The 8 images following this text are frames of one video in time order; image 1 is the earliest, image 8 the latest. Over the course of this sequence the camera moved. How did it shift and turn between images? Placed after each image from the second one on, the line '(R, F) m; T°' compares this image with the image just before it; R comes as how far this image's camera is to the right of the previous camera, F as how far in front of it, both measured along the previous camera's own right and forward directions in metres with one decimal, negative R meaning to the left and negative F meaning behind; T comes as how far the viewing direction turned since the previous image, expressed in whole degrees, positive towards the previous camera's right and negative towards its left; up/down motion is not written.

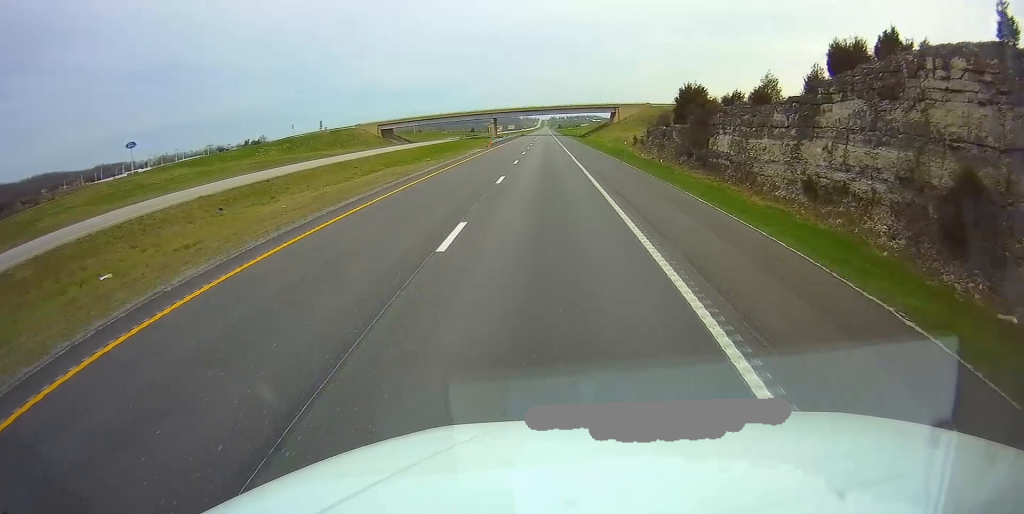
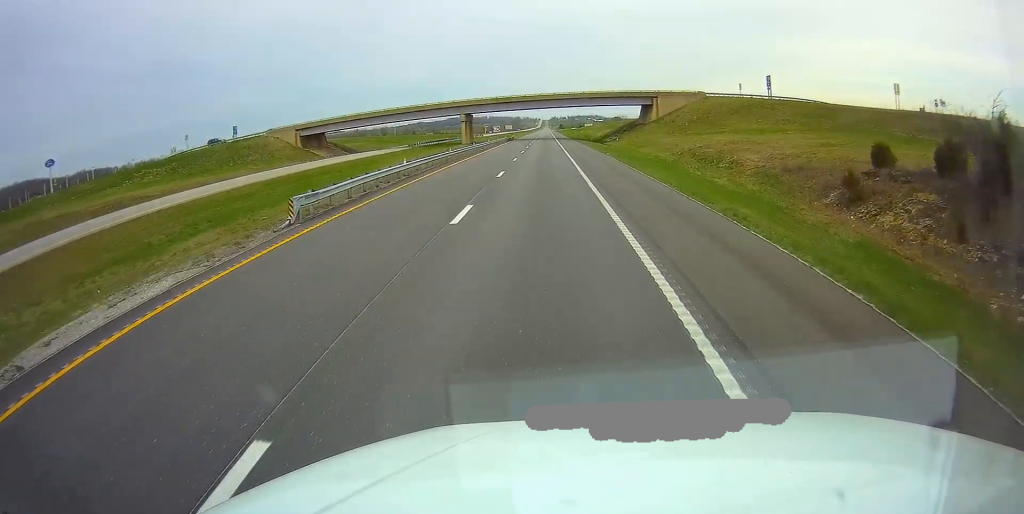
(-0.2, +57.7) m; 0°
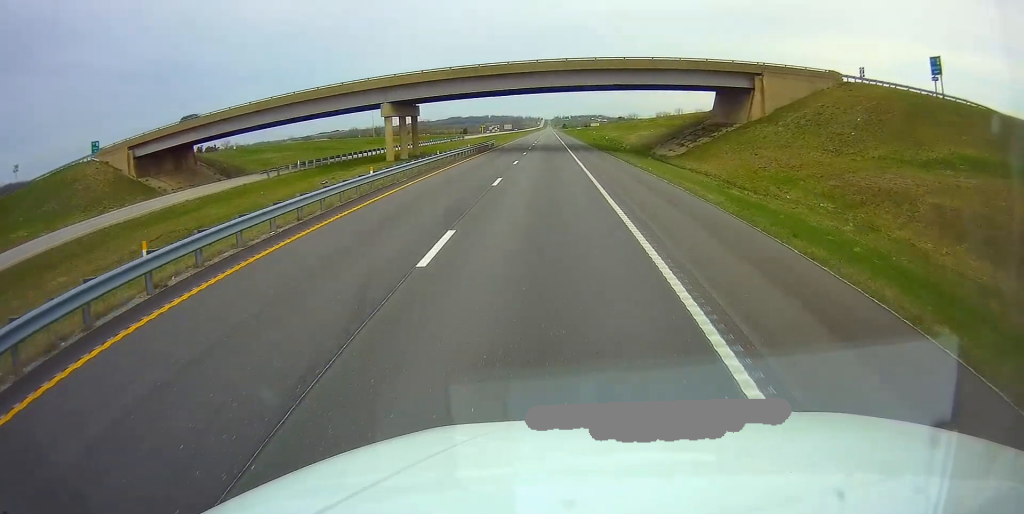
(-0.3, +52.4) m; 0°
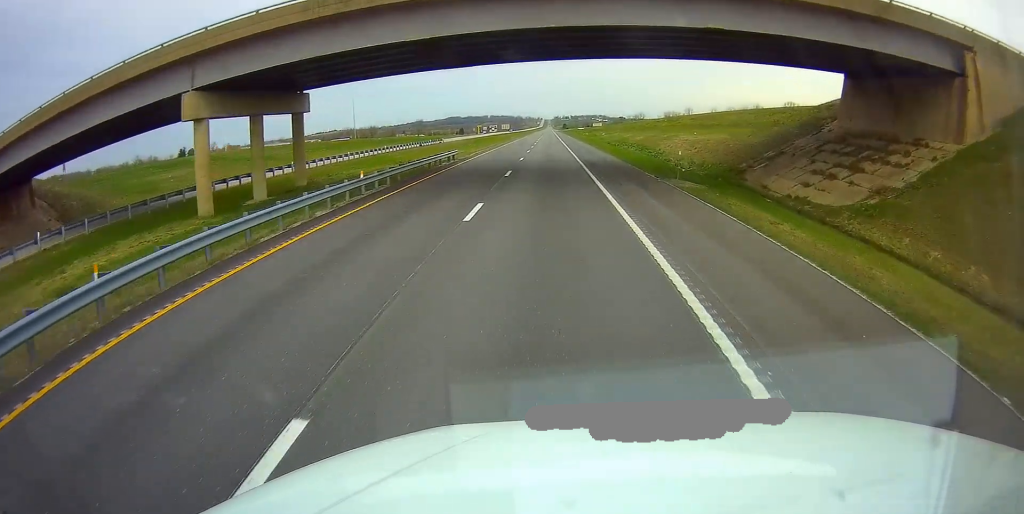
(+0.2, +32.0) m; 0°
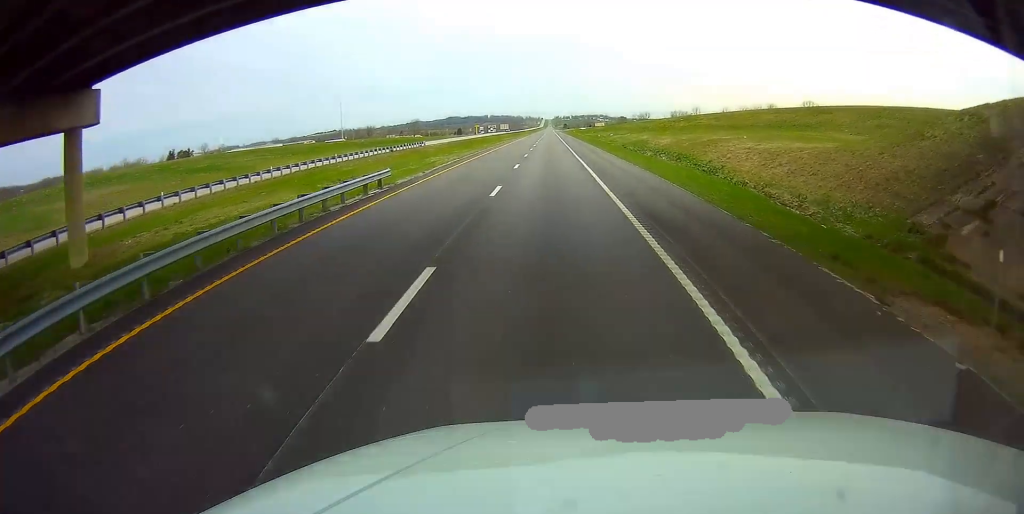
(-0.1, +19.6) m; 0°
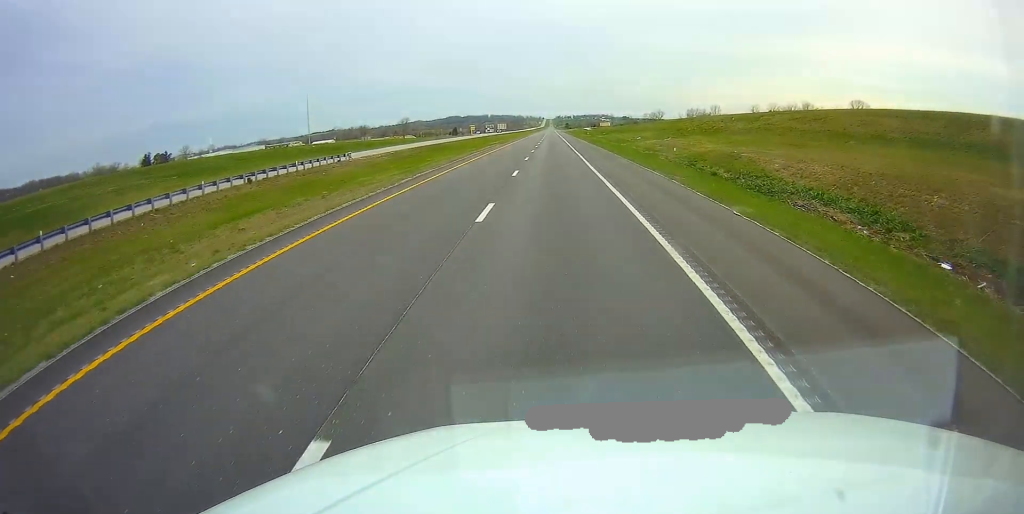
(+0.1, +41.4) m; 0°
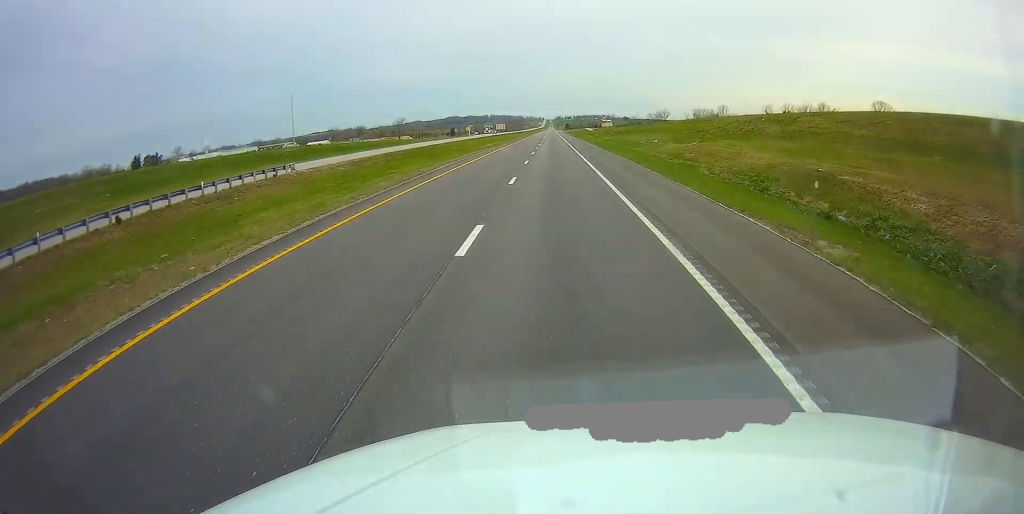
(0.0, +15.5) m; 0°
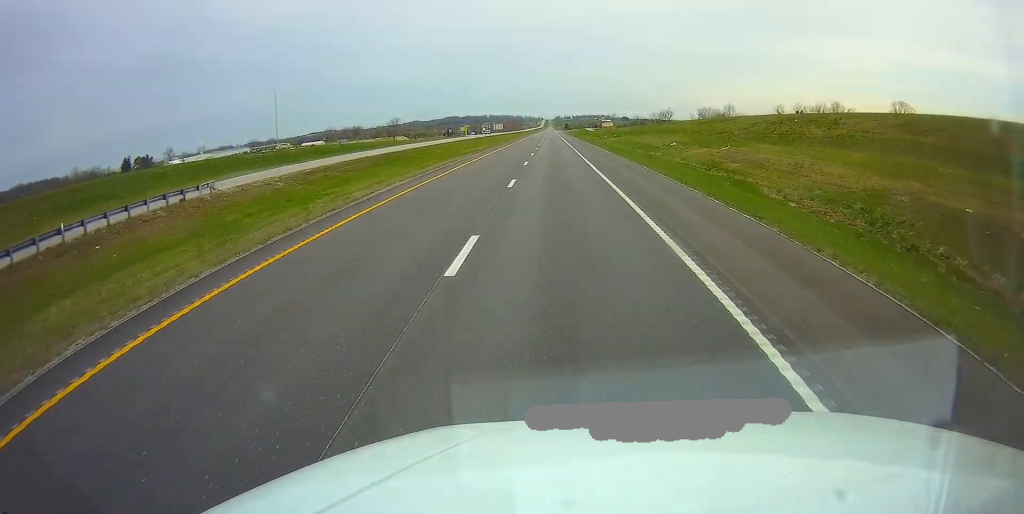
(0.0, +13.5) m; 0°
